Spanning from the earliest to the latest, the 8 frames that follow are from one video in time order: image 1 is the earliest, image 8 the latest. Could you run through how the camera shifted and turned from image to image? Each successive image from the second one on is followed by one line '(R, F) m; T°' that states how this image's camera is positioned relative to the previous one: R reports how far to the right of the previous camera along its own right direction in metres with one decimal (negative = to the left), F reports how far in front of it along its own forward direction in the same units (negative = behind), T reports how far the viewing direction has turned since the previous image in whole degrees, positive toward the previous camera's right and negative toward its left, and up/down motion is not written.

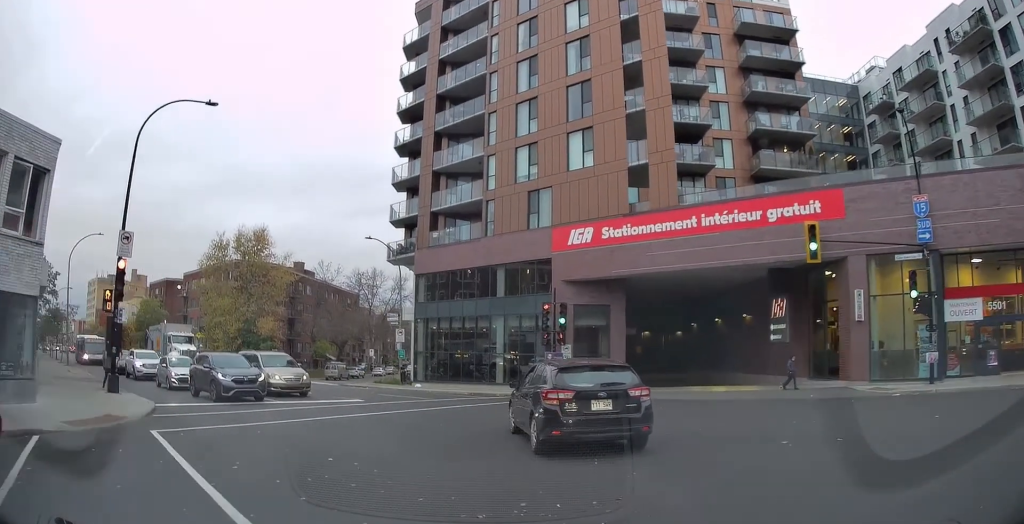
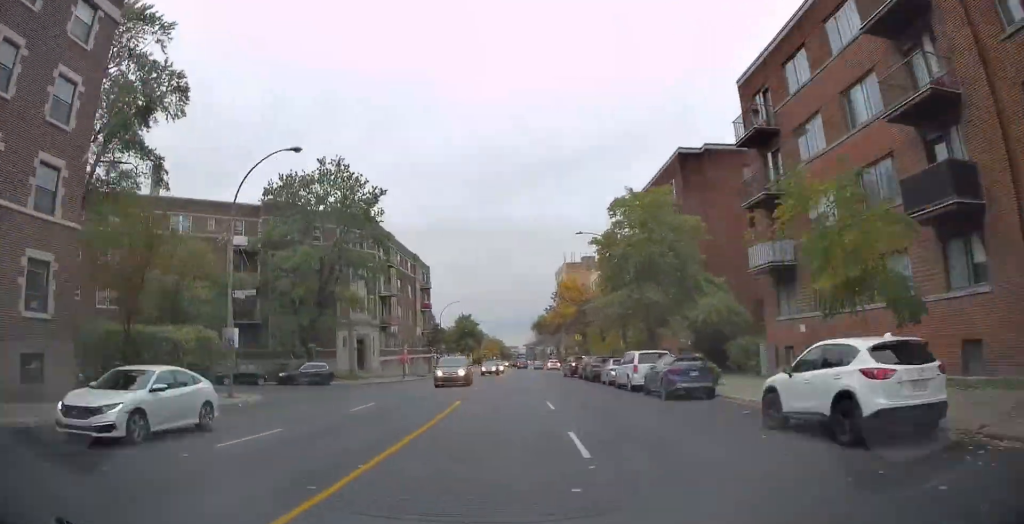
(-15.1, +71.9) m; -17°
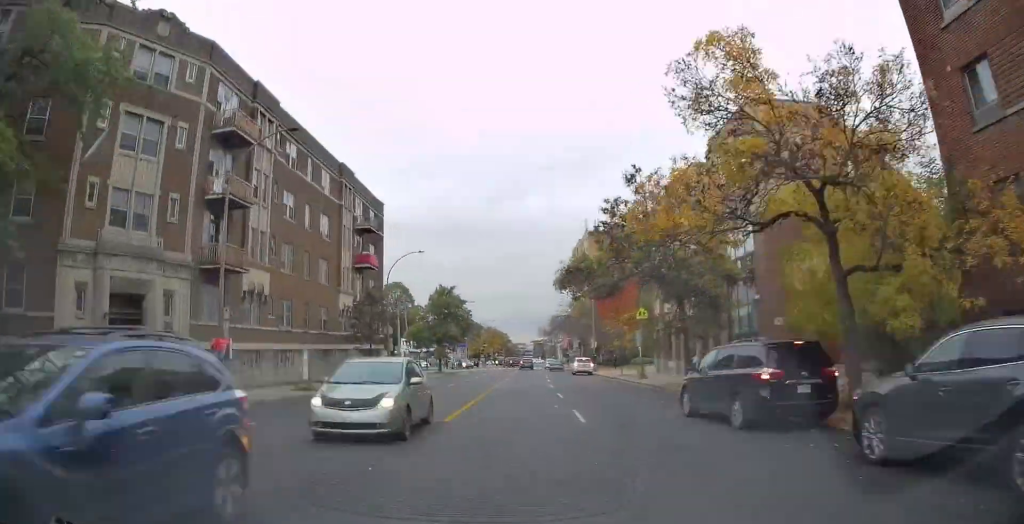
(-0.9, +34.3) m; -2°
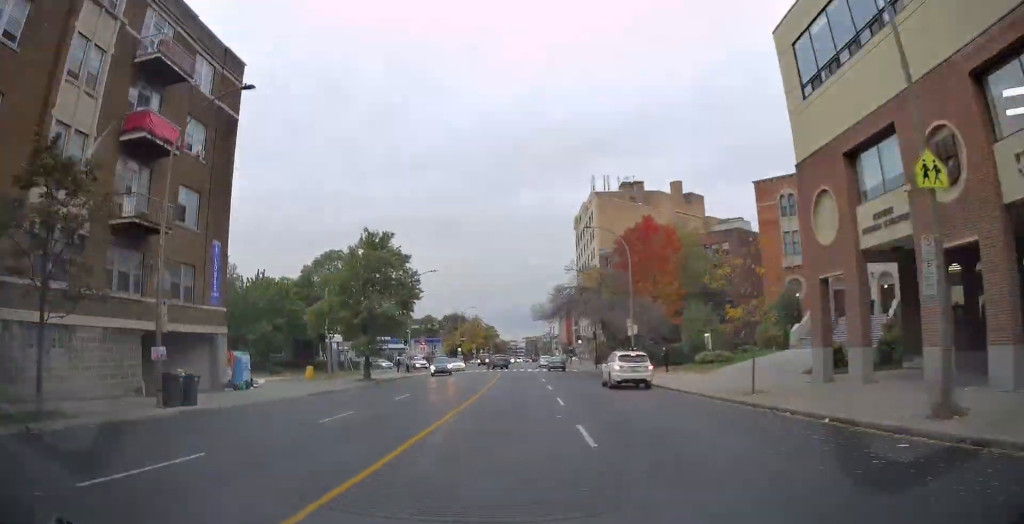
(0.0, +28.5) m; -2°
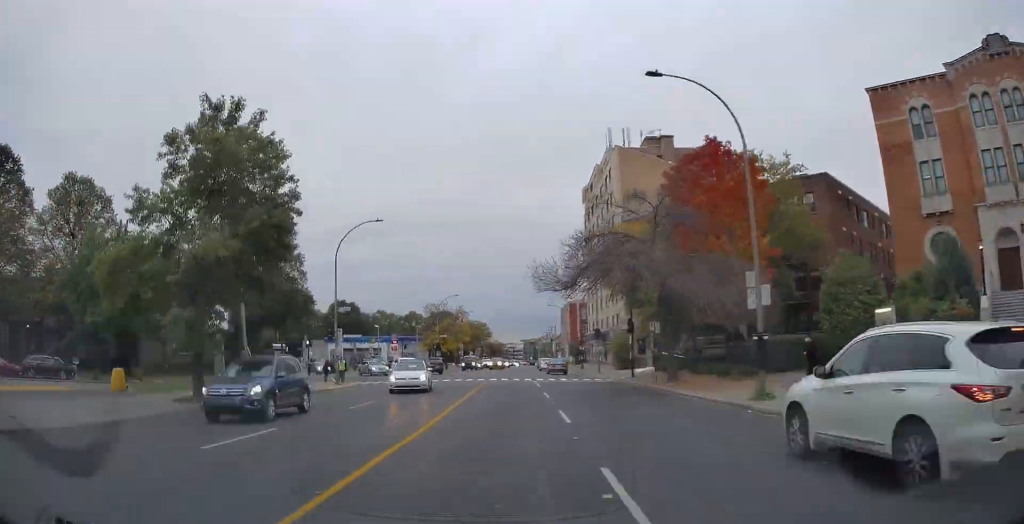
(+0.2, +21.4) m; -3°
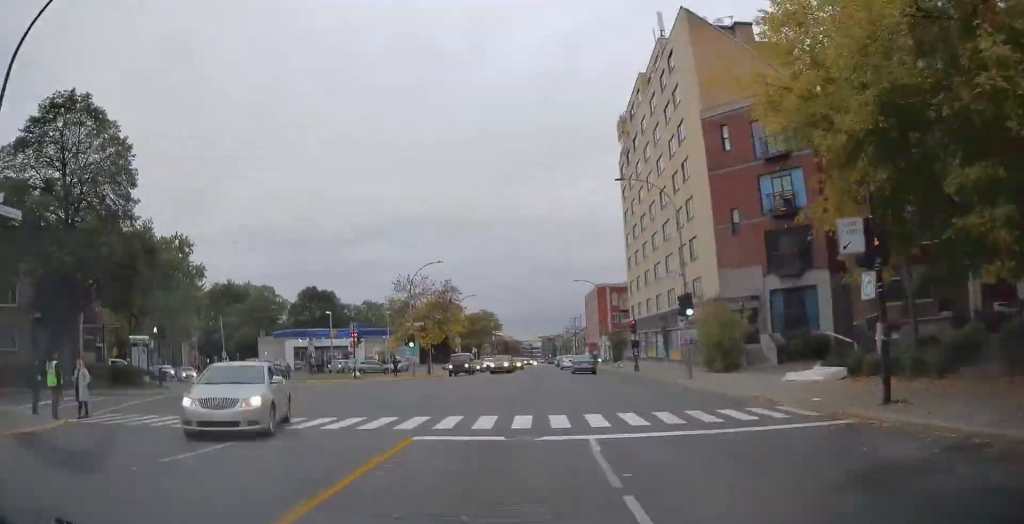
(-0.4, +26.5) m; -10°
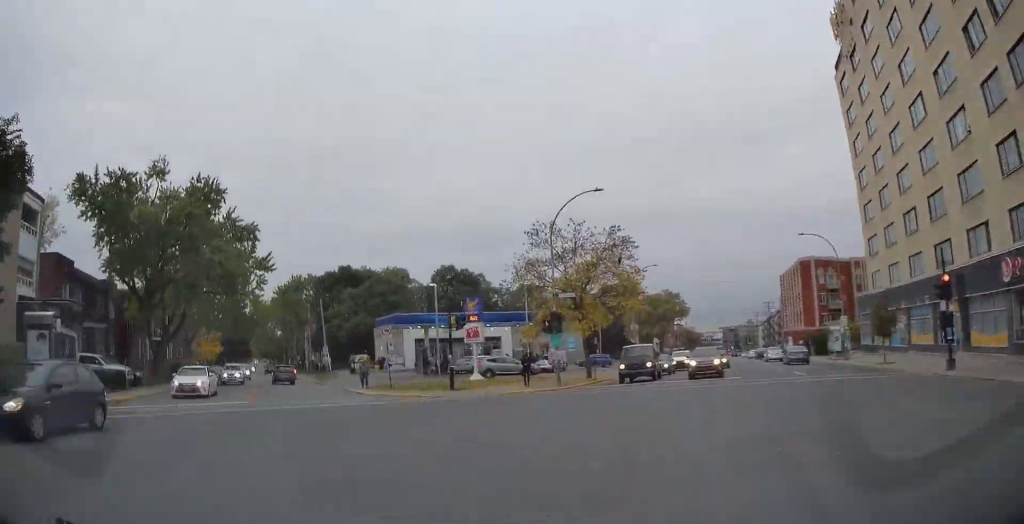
(-1.2, +24.4) m; -10°
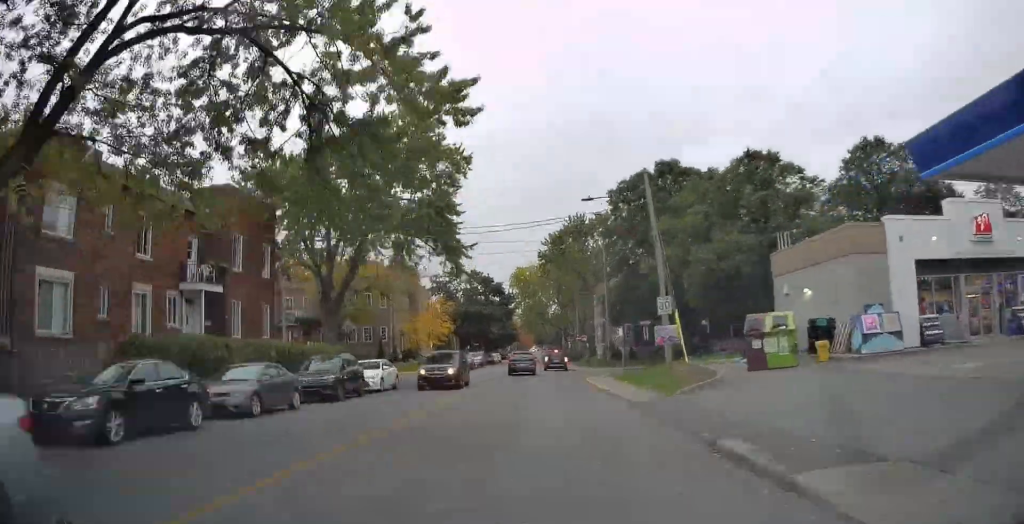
(-12.7, +48.3) m; -18°
